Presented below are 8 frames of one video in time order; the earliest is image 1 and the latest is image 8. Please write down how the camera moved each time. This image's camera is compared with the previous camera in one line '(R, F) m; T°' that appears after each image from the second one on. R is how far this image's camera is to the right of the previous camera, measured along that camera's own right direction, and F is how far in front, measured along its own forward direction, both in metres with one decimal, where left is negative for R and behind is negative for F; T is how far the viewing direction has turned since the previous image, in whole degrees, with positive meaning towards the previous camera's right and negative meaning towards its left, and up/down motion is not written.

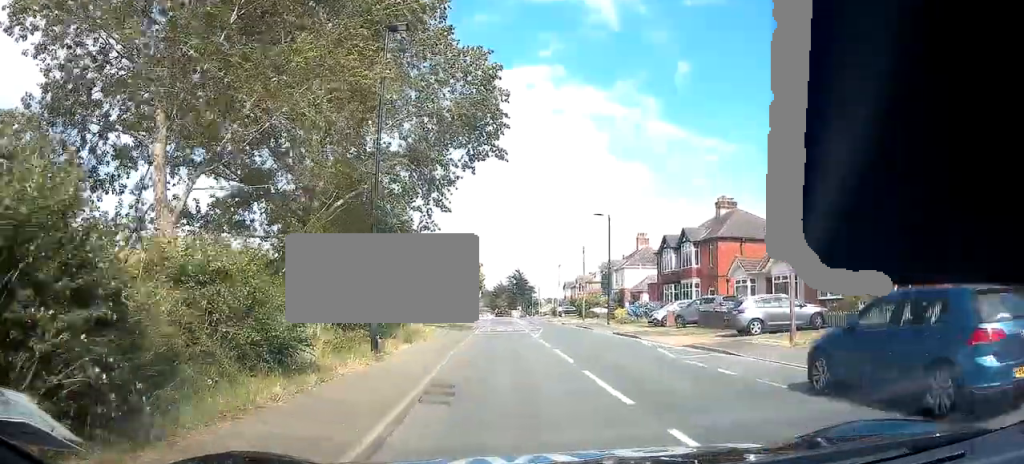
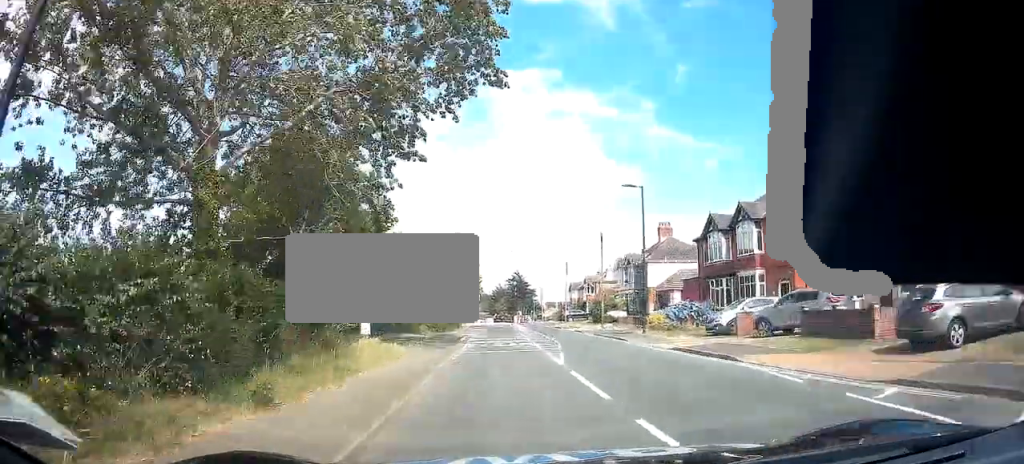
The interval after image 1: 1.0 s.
(0.0, +11.1) m; -1°
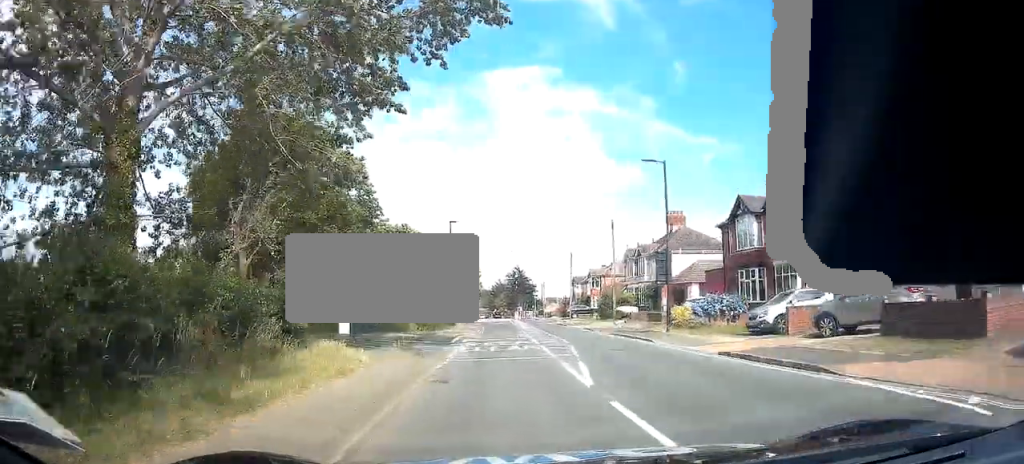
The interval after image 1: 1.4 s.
(0.0, +4.7) m; -1°
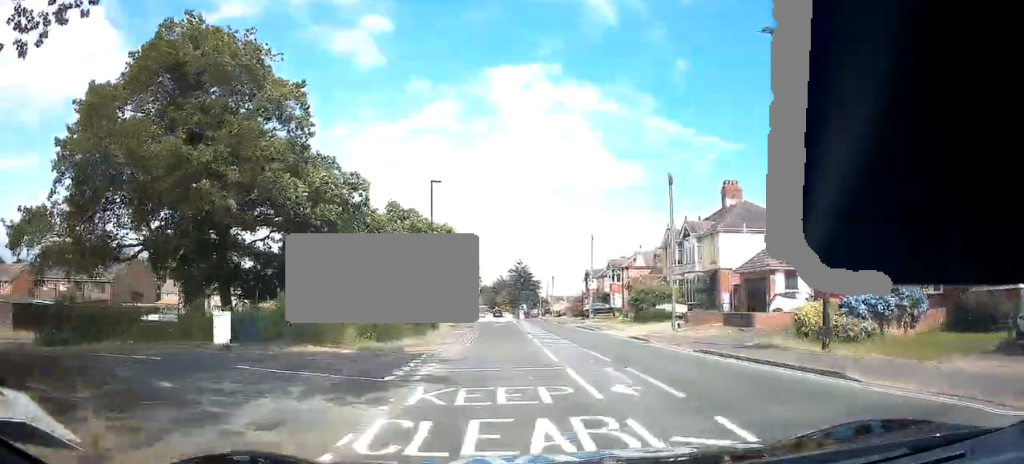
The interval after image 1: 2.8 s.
(-0.3, +14.1) m; -2°
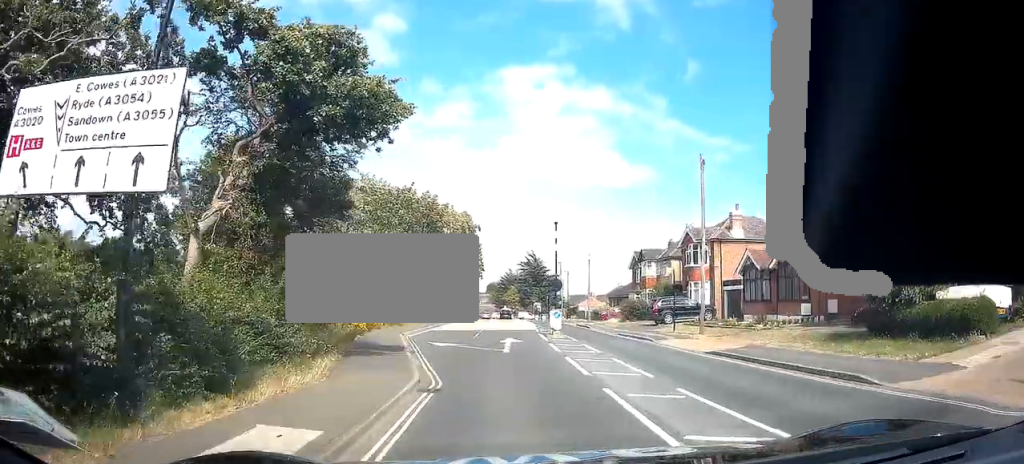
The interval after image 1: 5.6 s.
(-0.1, +28.2) m; 0°
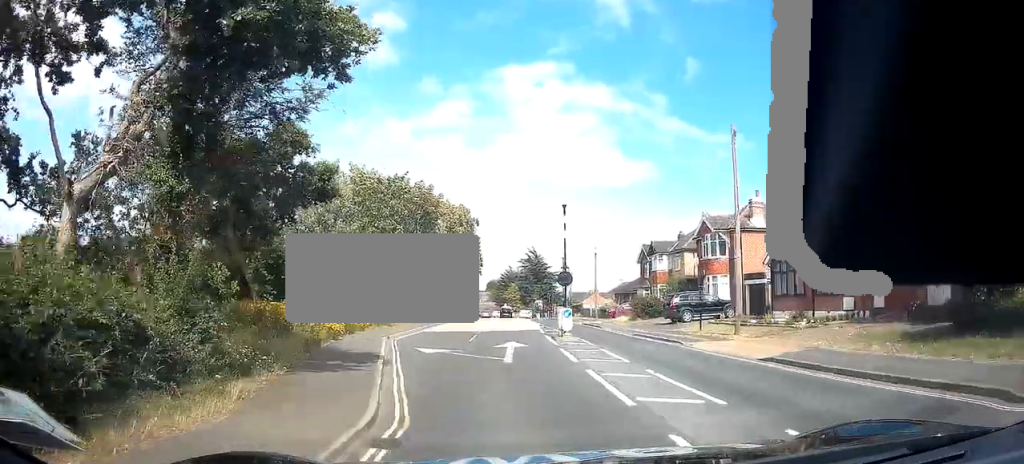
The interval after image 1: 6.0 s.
(0.0, +3.9) m; 0°
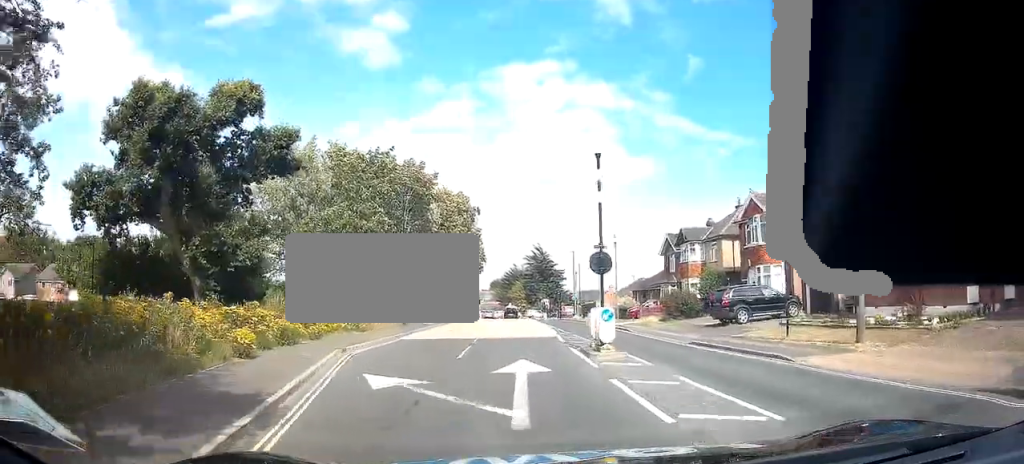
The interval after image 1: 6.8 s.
(0.0, +8.0) m; 0°
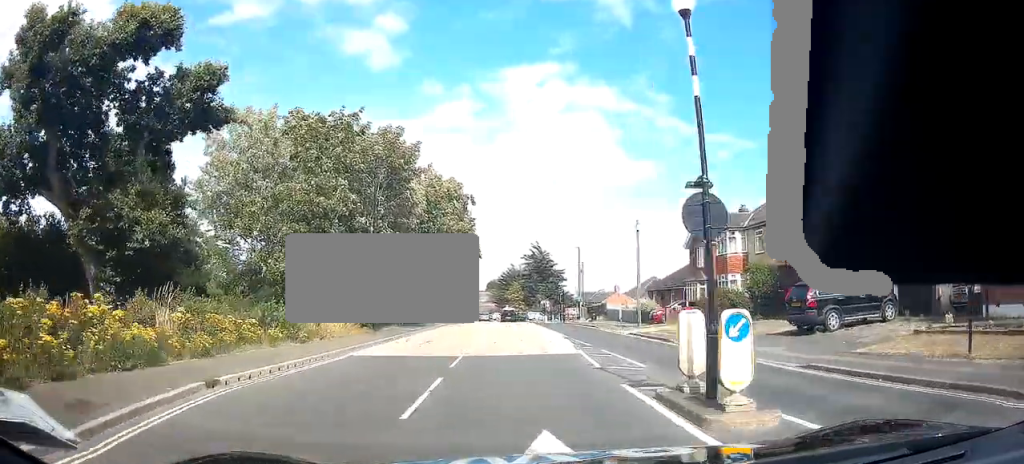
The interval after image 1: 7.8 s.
(-0.1, +8.7) m; -1°
